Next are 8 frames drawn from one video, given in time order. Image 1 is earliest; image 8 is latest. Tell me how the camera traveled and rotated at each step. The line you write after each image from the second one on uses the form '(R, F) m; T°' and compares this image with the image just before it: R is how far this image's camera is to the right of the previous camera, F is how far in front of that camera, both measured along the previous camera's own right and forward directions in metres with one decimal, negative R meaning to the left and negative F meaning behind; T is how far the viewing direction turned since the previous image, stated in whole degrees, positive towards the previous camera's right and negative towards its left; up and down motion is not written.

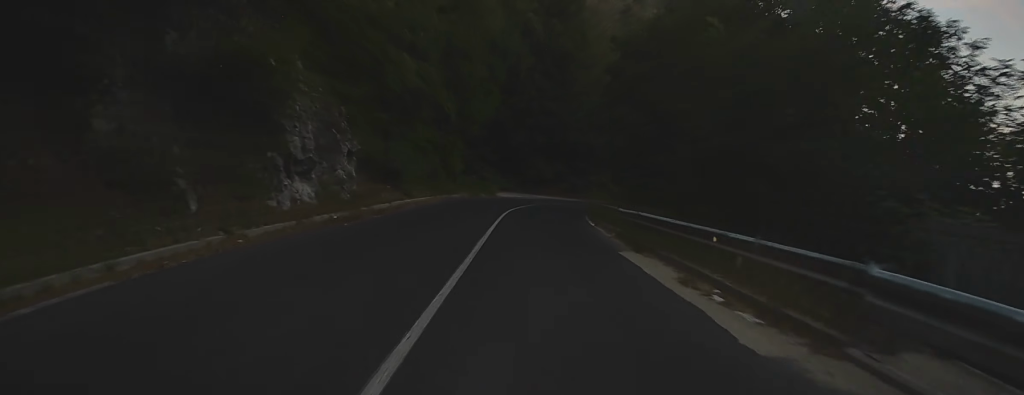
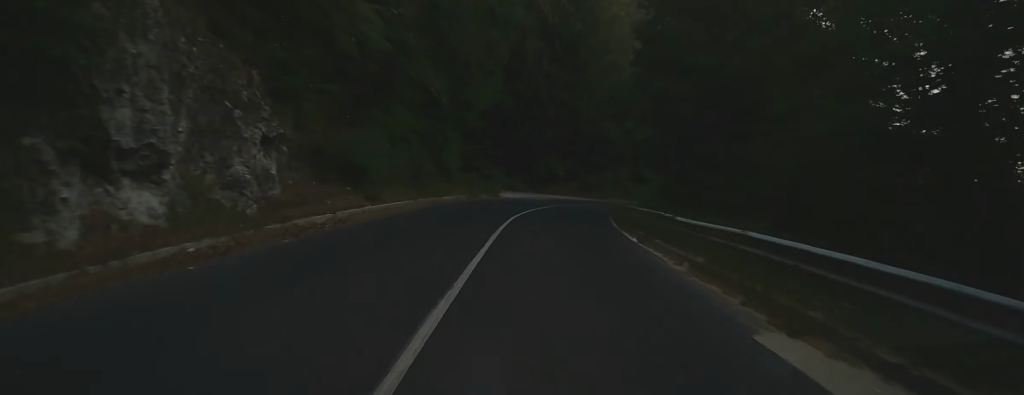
(0.0, +8.7) m; +1°
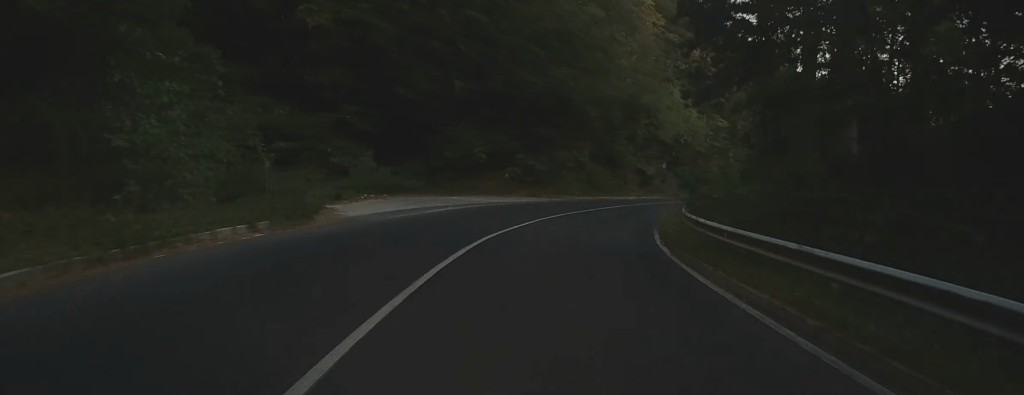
(+2.5, +33.2) m; +10°
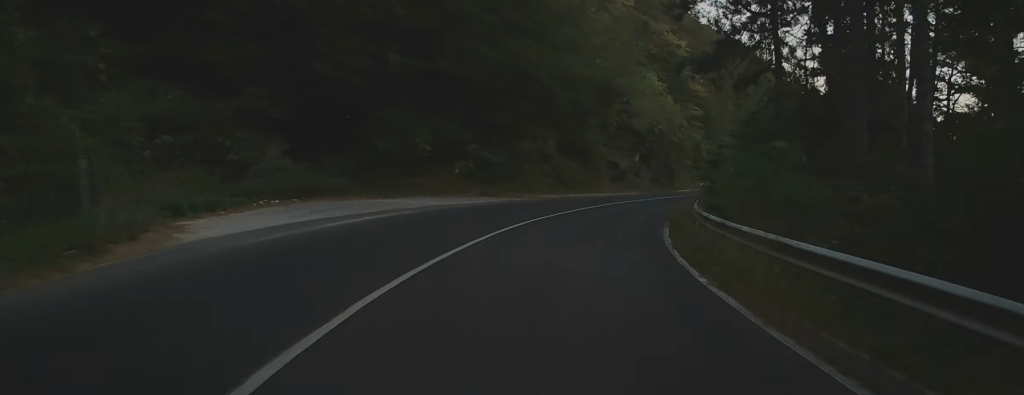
(+0.2, +8.6) m; +3°
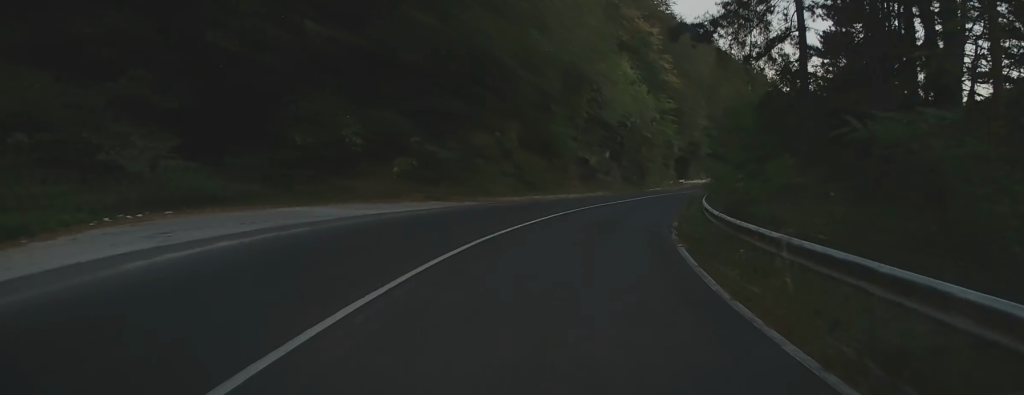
(+0.3, +7.4) m; +2°
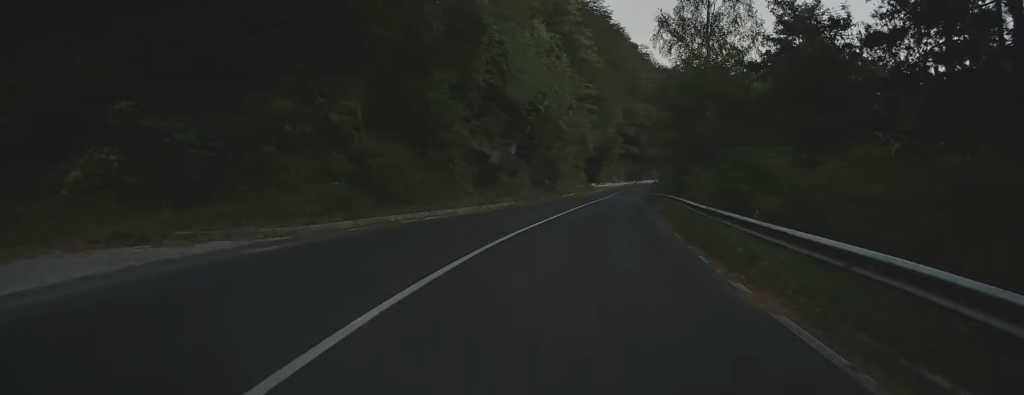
(+0.9, +17.5) m; +6°
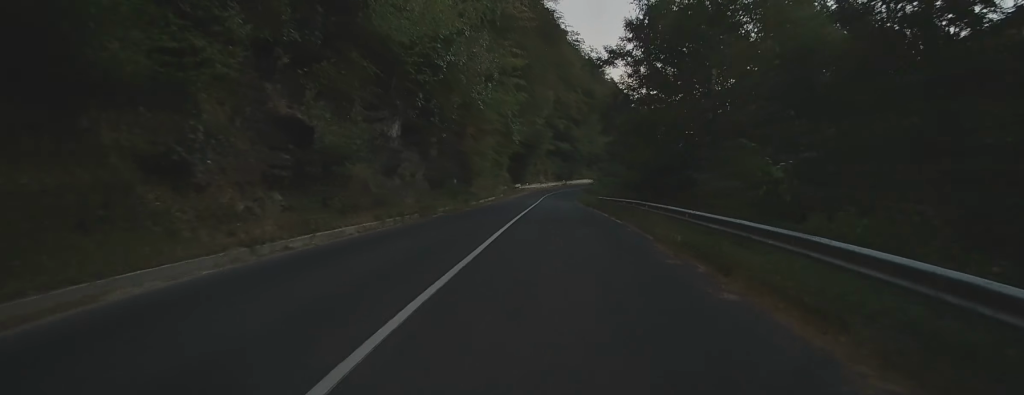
(+1.2, +18.5) m; +8°
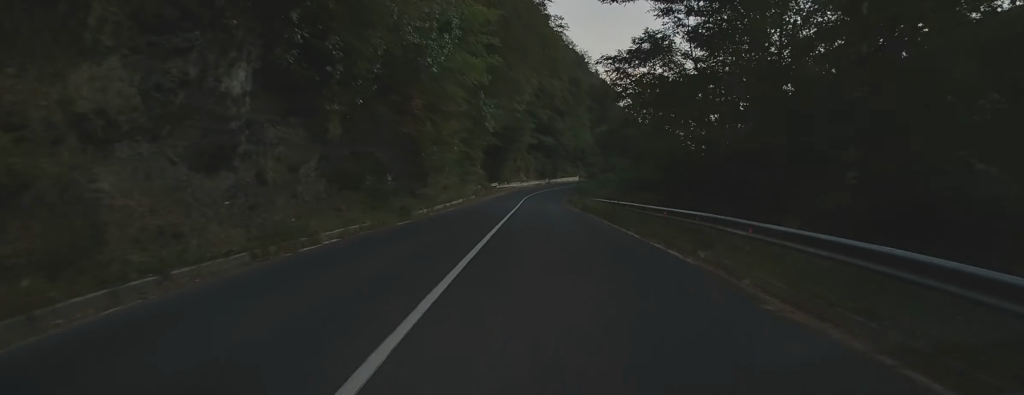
(+0.8, +14.6) m; +3°
